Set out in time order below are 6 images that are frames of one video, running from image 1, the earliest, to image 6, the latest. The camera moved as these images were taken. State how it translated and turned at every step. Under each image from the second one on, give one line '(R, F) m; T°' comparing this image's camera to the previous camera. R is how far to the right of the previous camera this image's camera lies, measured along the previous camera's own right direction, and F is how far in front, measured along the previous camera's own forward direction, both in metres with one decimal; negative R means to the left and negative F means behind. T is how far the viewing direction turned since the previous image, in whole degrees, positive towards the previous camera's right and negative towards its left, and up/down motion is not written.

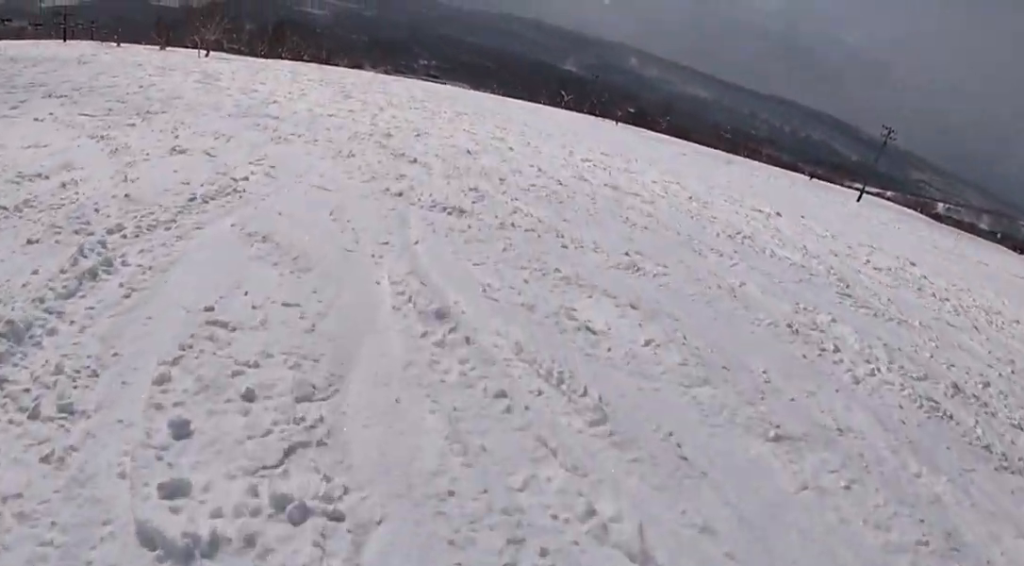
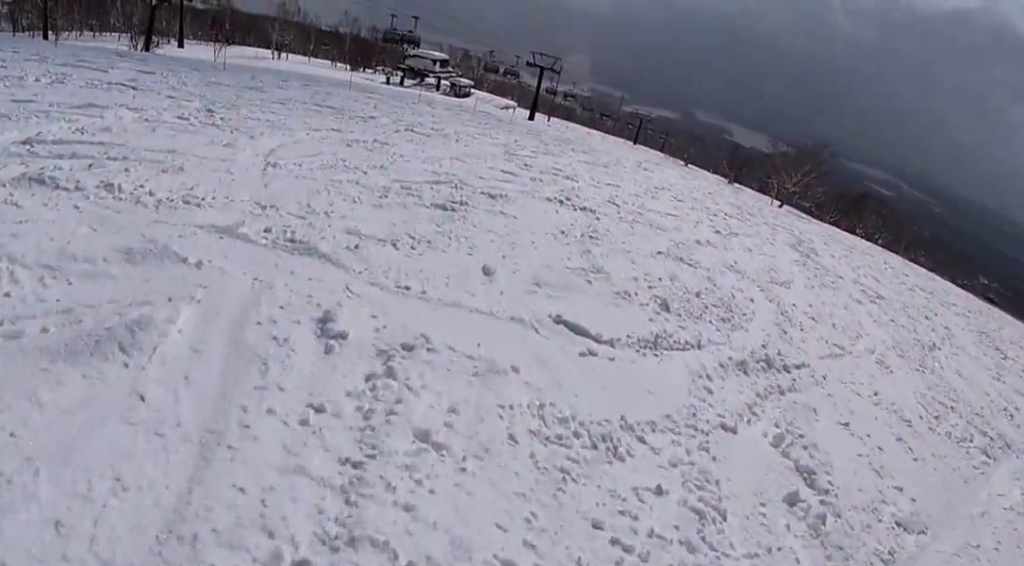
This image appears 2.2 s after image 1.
(-6.9, +14.5) m; -46°
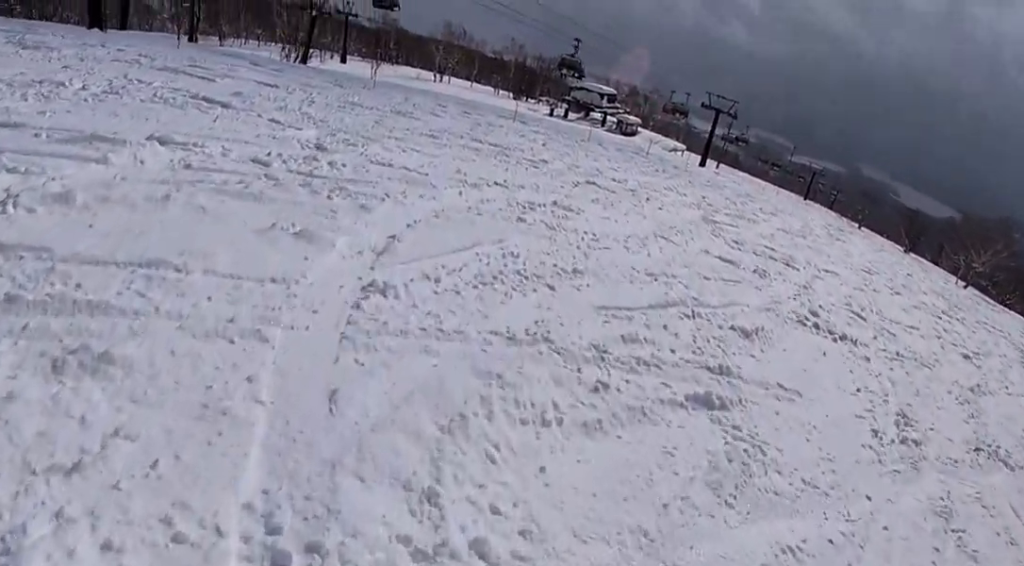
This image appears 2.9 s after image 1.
(-1.1, +4.6) m; -17°
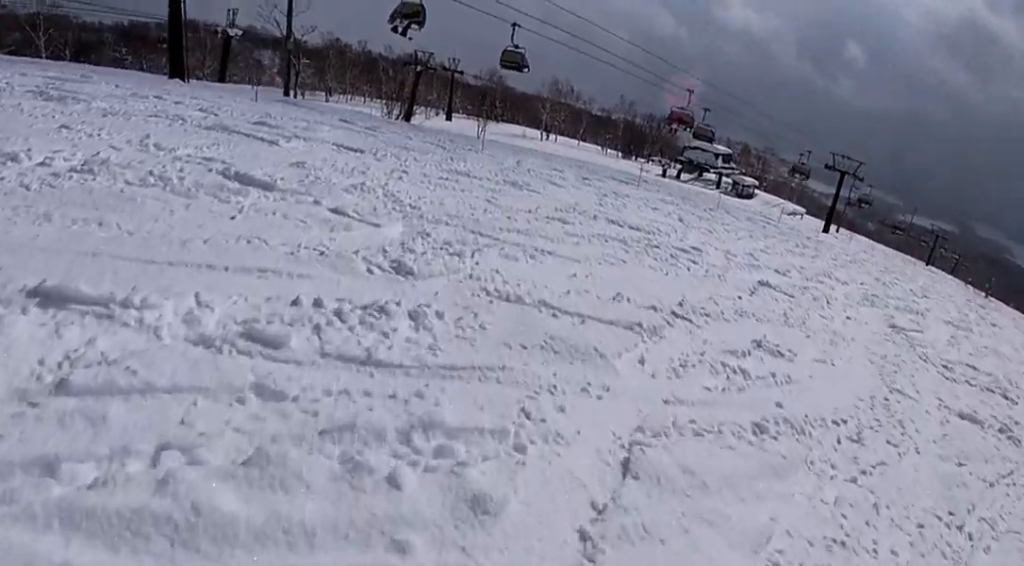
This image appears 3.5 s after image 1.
(-0.5, +4.0) m; -12°
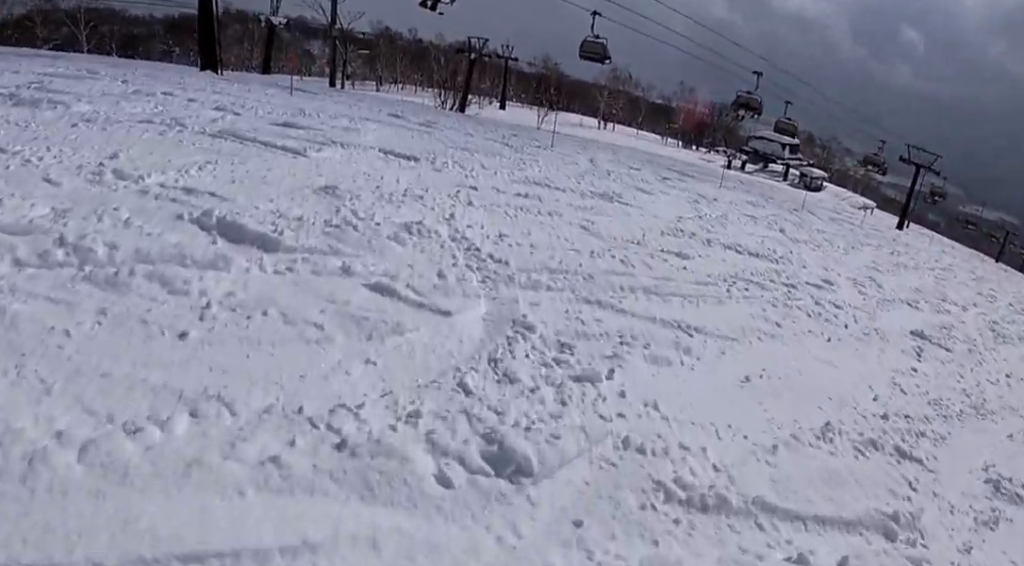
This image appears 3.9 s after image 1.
(-0.2, +3.1) m; -7°
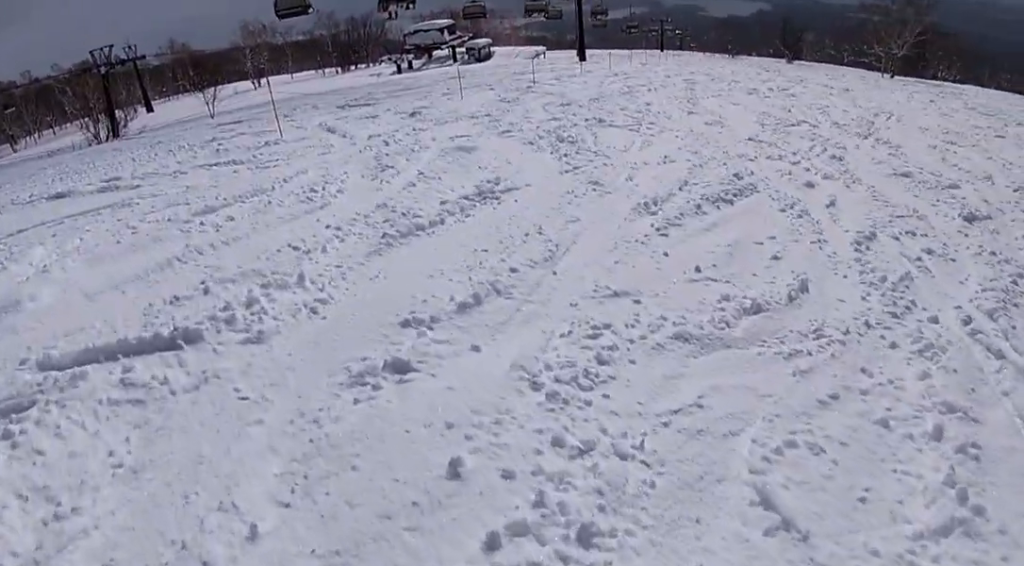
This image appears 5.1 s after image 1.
(-1.1, +7.4) m; +13°
